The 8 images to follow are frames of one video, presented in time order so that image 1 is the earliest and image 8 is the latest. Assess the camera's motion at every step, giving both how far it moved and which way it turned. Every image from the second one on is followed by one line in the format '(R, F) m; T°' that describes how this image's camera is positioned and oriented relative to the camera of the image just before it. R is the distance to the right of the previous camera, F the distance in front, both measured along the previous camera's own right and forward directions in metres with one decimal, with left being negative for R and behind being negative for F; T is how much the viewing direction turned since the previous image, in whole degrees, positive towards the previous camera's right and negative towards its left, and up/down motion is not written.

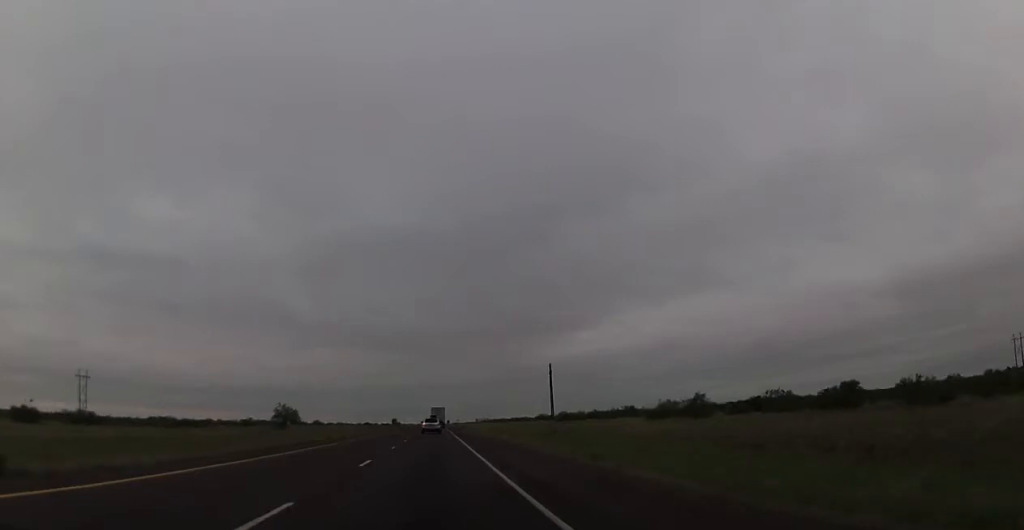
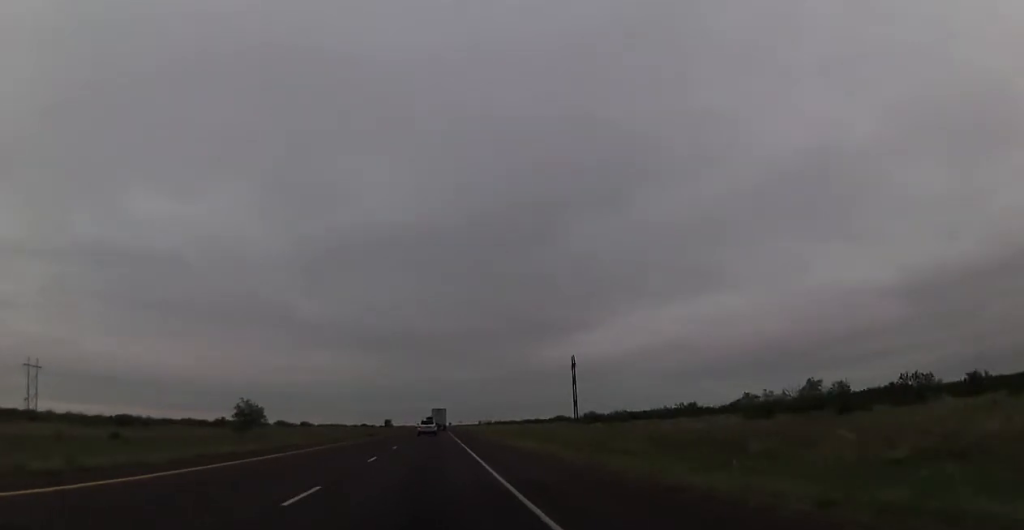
(0.0, +33.4) m; 0°
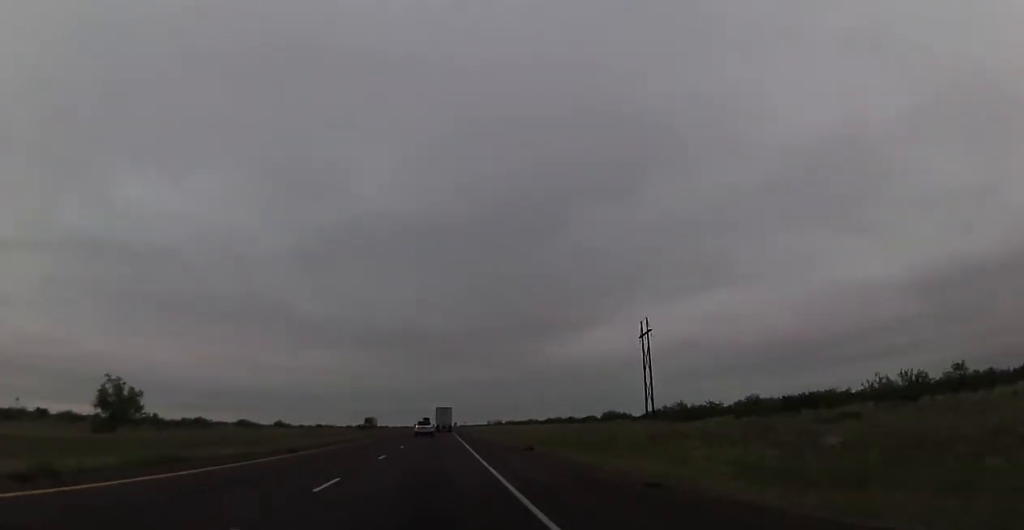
(-0.2, +58.0) m; 0°
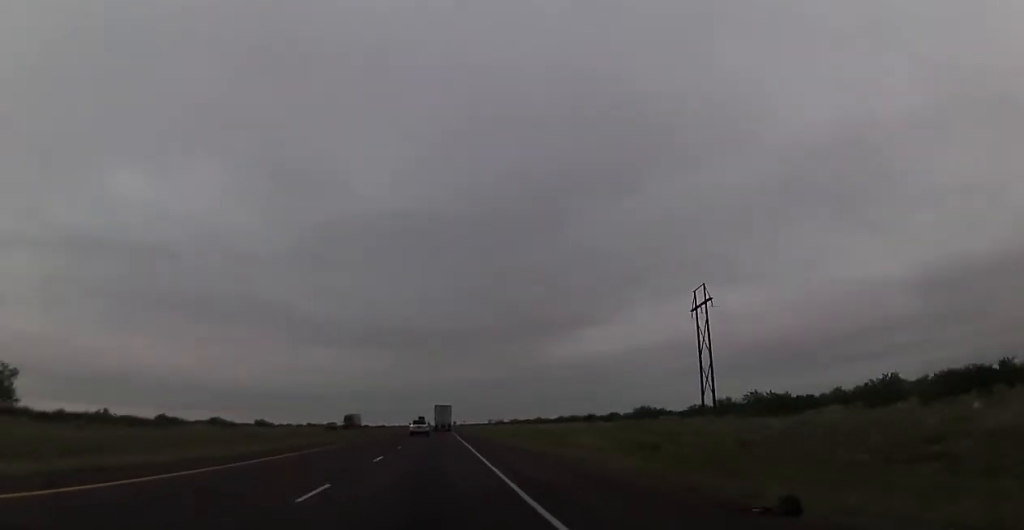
(-0.1, +25.9) m; 0°
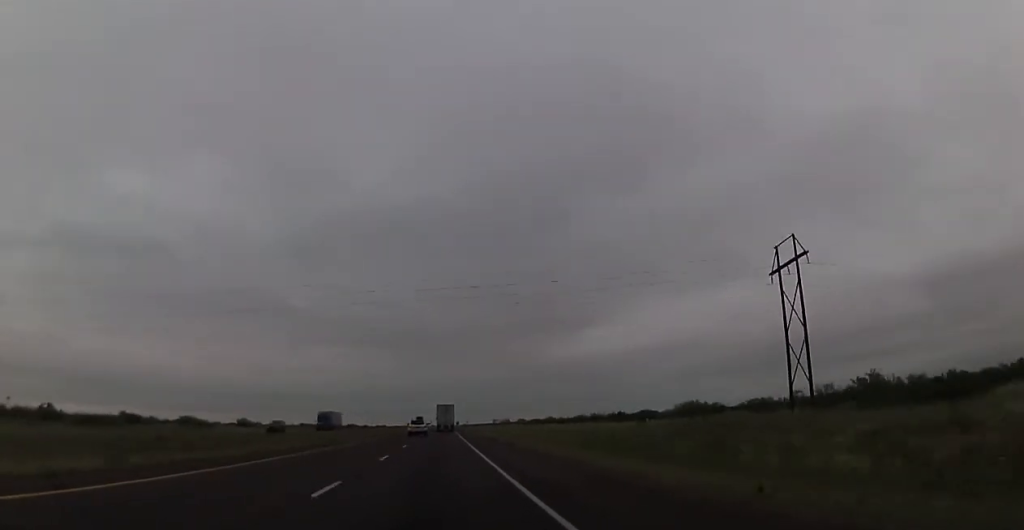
(+0.1, +23.5) m; 0°
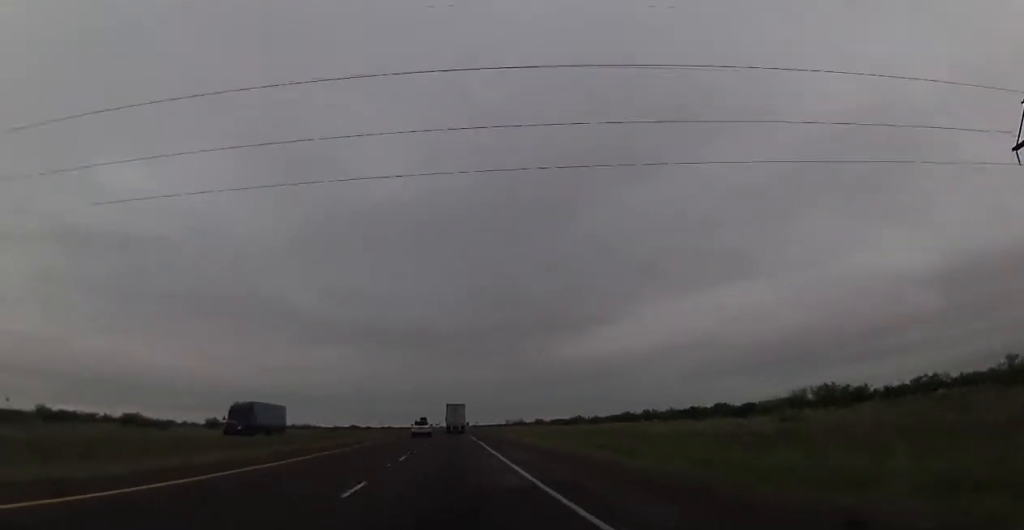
(-0.4, +35.9) m; 0°
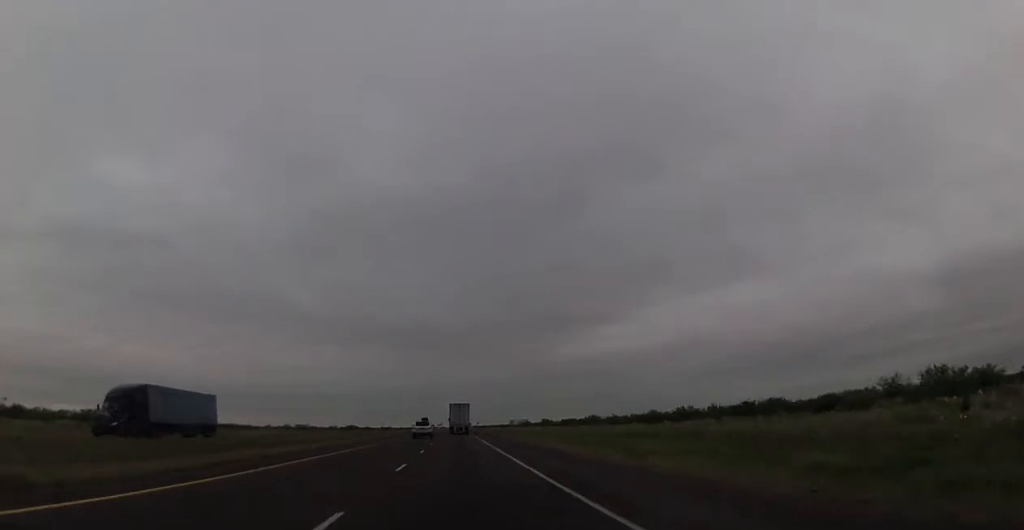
(0.0, +17.3) m; 0°
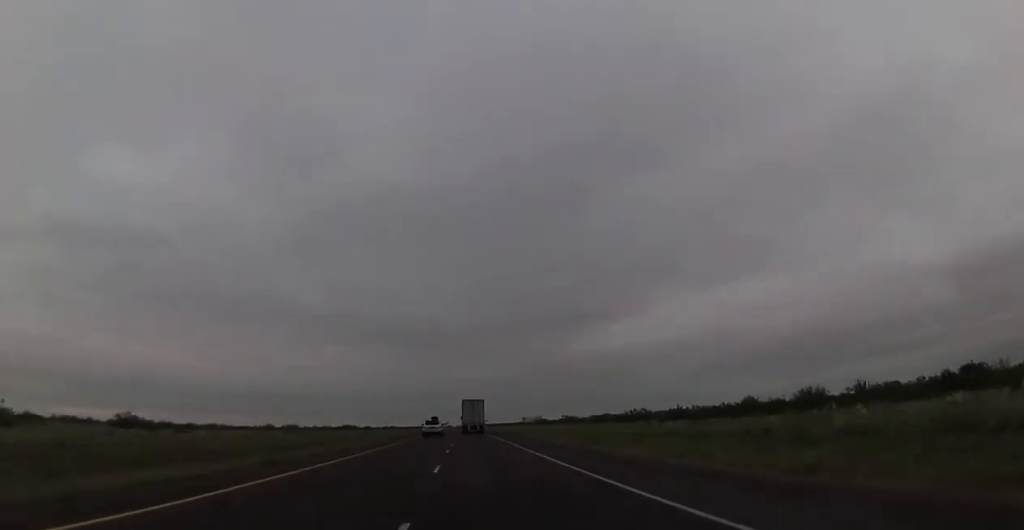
(+0.2, +37.1) m; 0°
